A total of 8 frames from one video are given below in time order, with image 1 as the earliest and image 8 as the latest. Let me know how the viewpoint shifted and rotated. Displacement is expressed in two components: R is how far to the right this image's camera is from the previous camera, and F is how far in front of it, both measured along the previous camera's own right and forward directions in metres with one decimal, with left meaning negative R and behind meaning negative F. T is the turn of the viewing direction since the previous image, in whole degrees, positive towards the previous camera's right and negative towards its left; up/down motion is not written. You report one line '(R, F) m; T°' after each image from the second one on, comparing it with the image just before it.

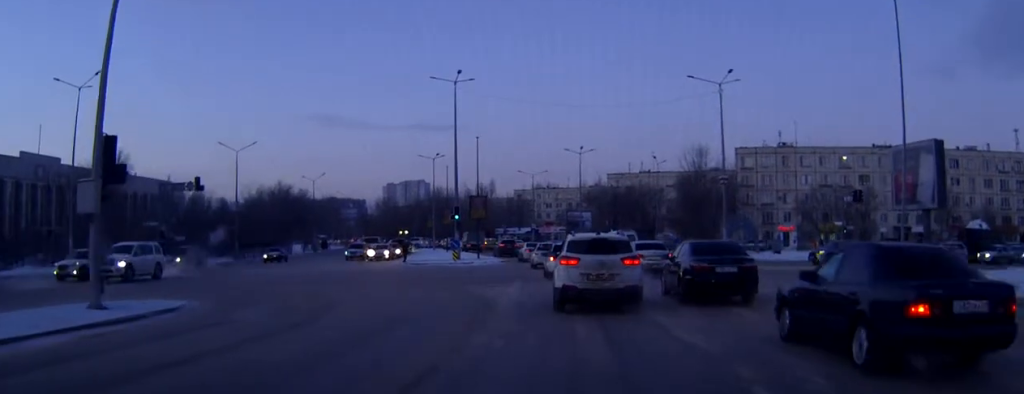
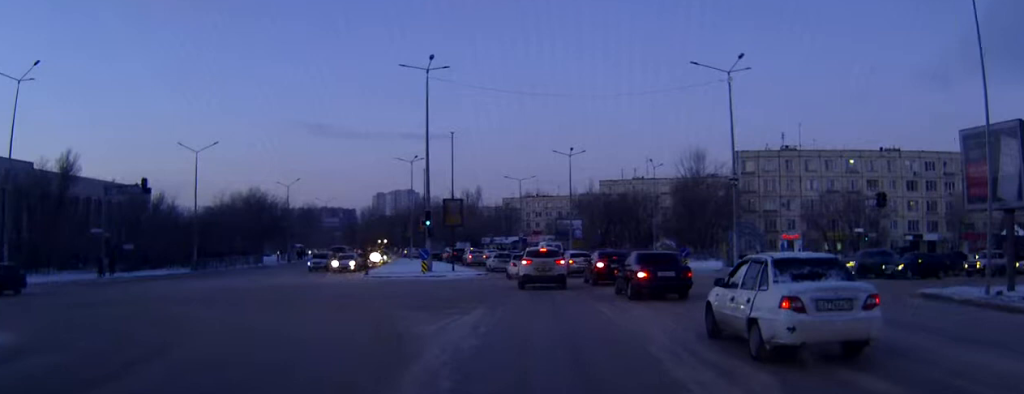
(-0.1, +9.3) m; -3°
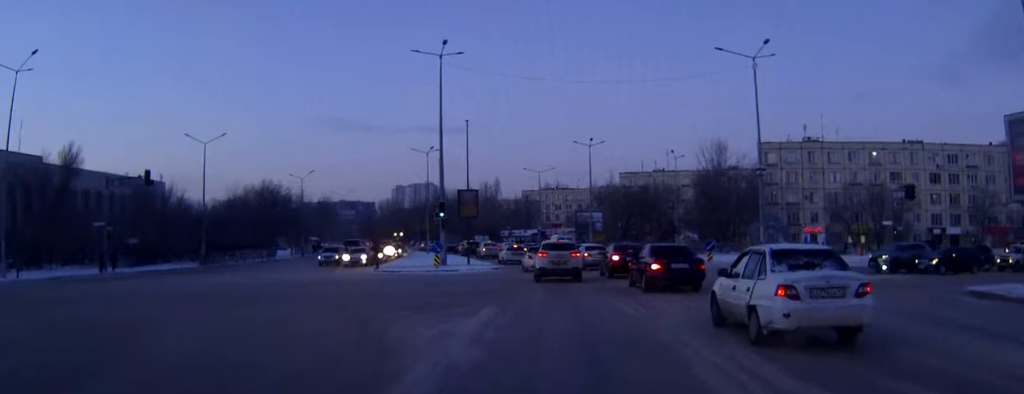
(0.0, +2.4) m; -1°
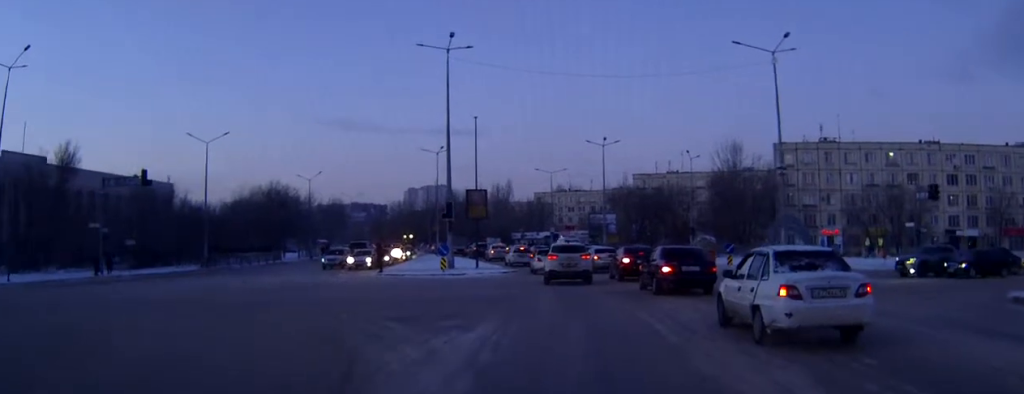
(0.0, +2.1) m; -1°
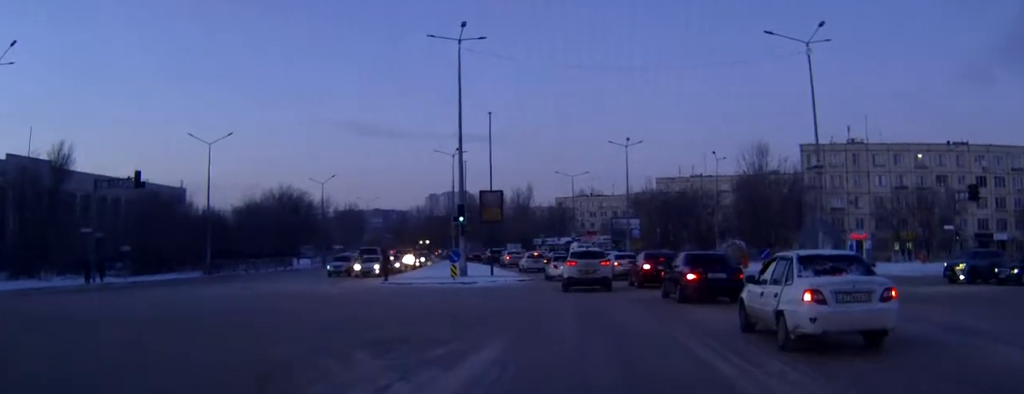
(0.0, +3.7) m; -1°
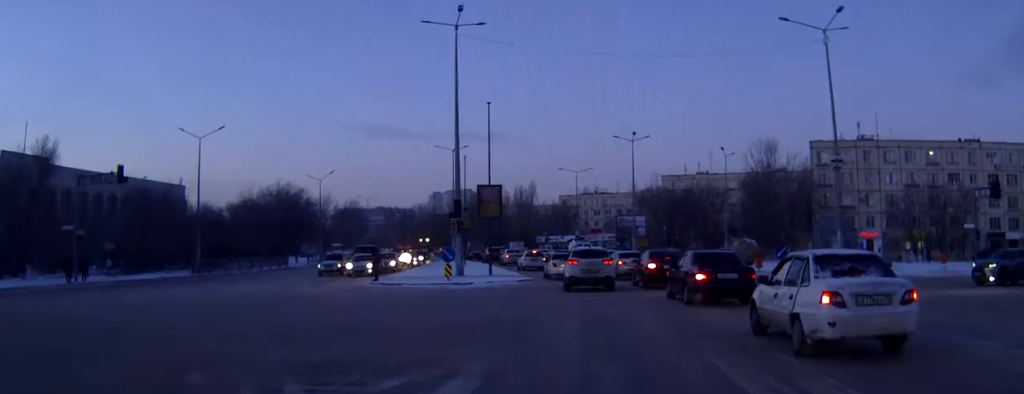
(0.0, +2.6) m; 0°
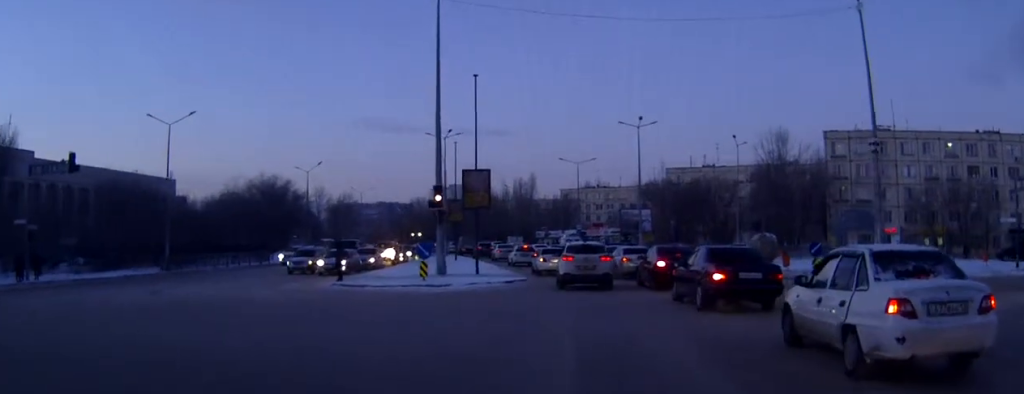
(0.0, +5.9) m; 0°
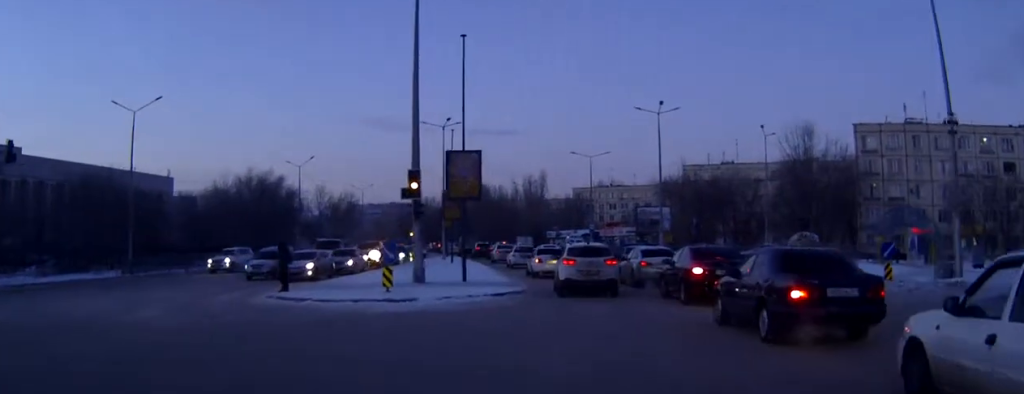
(0.0, +7.7) m; 0°
